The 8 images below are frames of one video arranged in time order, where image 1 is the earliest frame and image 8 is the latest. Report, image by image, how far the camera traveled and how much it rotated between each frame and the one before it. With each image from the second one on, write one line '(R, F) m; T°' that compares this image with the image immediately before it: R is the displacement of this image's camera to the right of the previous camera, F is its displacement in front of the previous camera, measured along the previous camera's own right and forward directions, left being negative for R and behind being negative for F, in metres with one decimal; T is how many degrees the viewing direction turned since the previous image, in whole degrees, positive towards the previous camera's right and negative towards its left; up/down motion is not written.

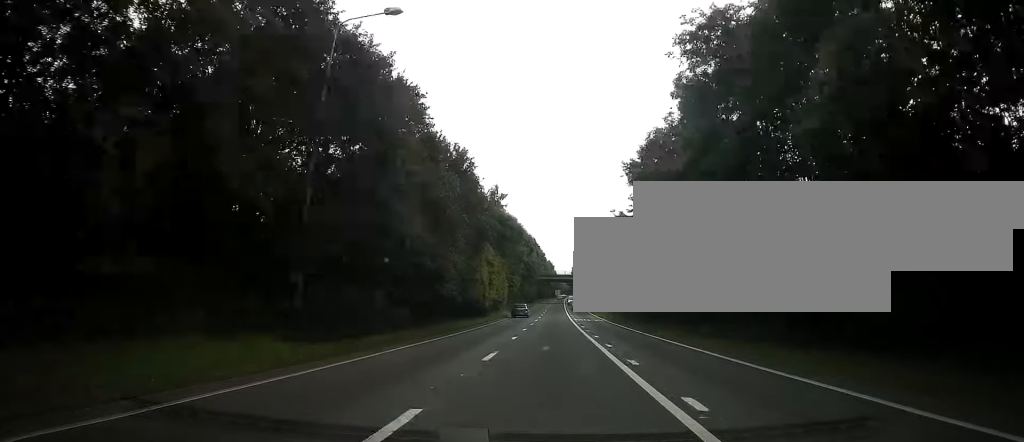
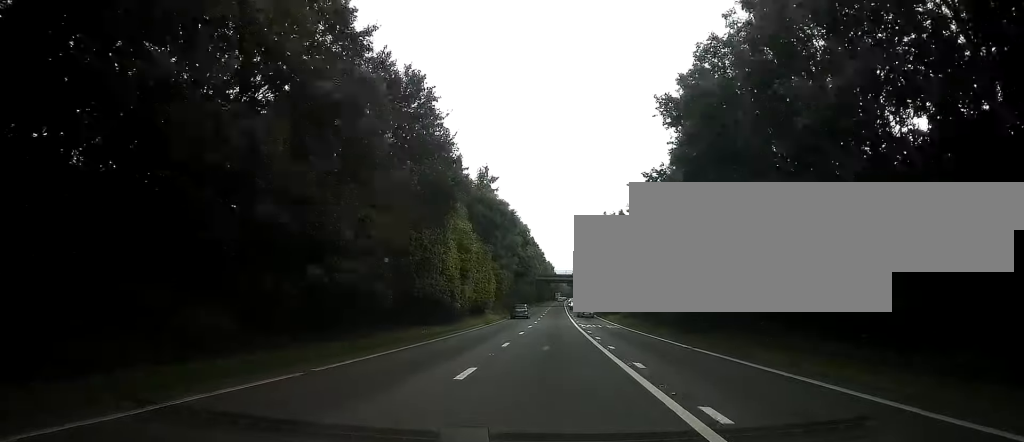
(-0.2, +12.2) m; -1°
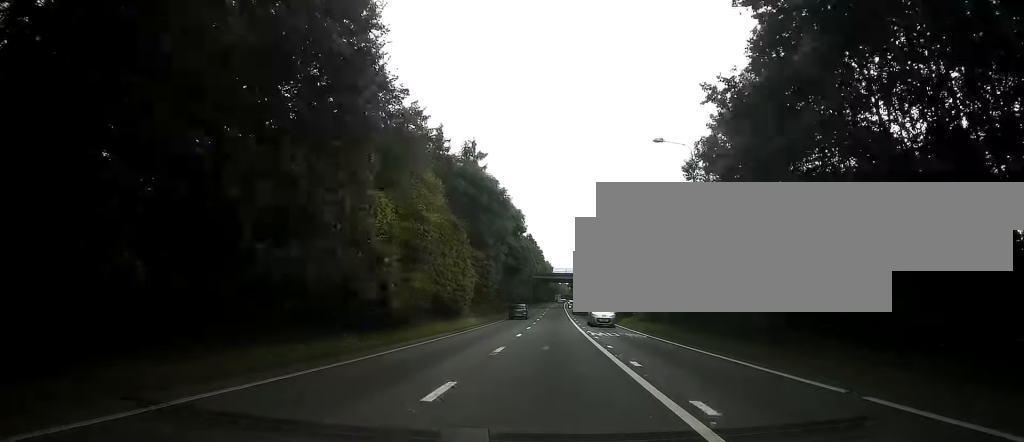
(-0.1, +10.8) m; -1°
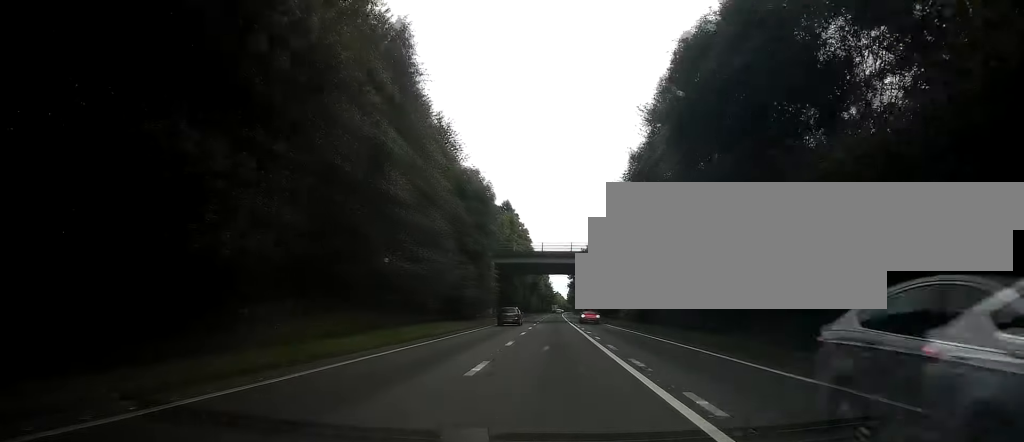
(+0.7, +59.1) m; +2°
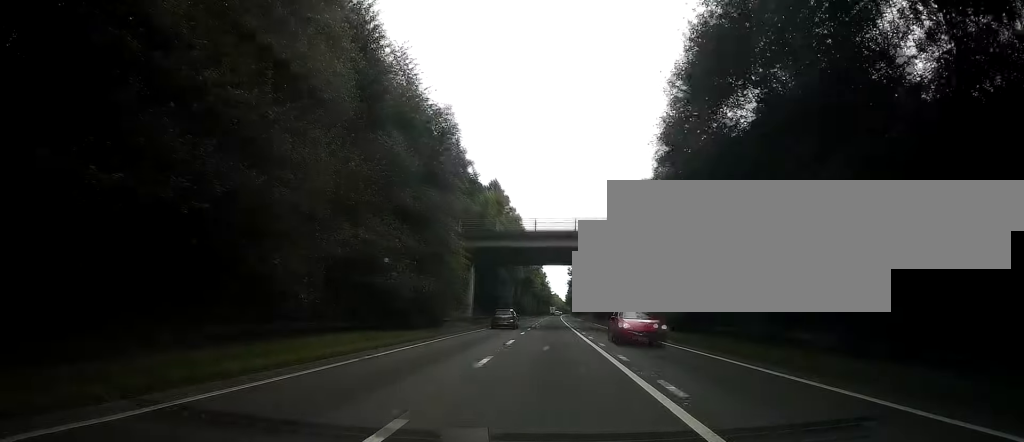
(+0.1, +16.5) m; 0°
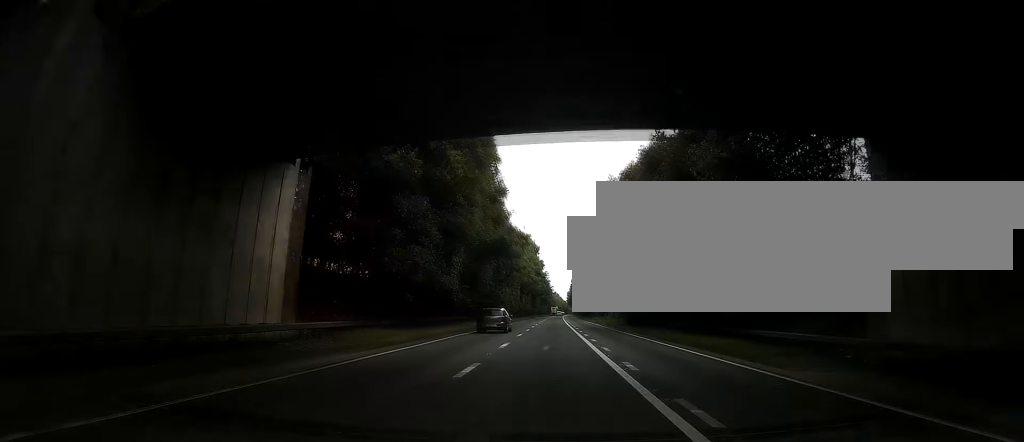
(0.0, +38.4) m; 0°
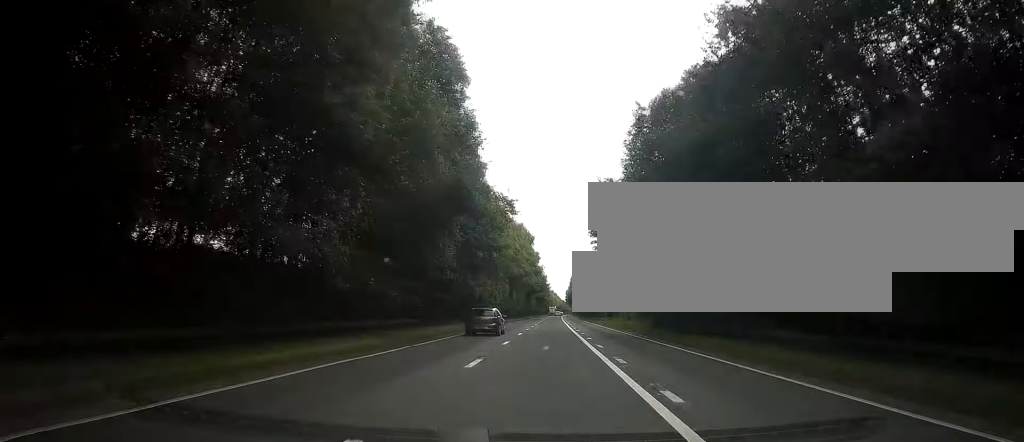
(0.0, +16.9) m; 0°
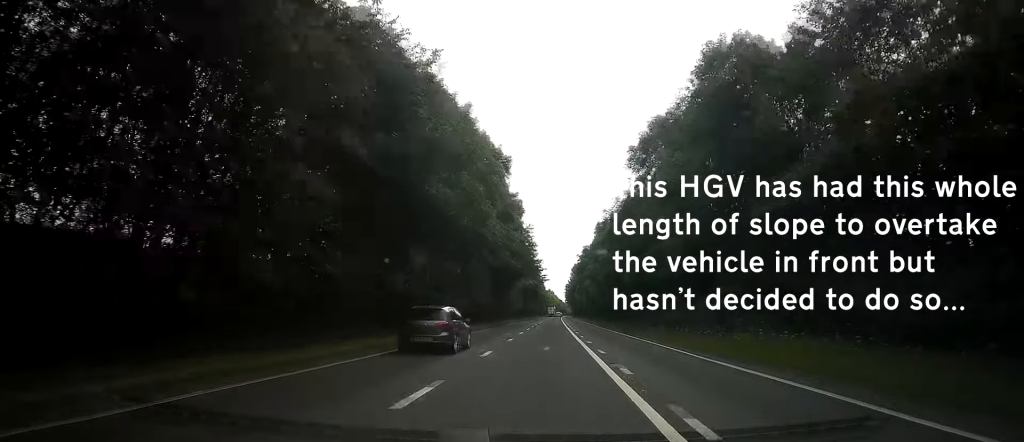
(0.0, +49.8) m; 0°
